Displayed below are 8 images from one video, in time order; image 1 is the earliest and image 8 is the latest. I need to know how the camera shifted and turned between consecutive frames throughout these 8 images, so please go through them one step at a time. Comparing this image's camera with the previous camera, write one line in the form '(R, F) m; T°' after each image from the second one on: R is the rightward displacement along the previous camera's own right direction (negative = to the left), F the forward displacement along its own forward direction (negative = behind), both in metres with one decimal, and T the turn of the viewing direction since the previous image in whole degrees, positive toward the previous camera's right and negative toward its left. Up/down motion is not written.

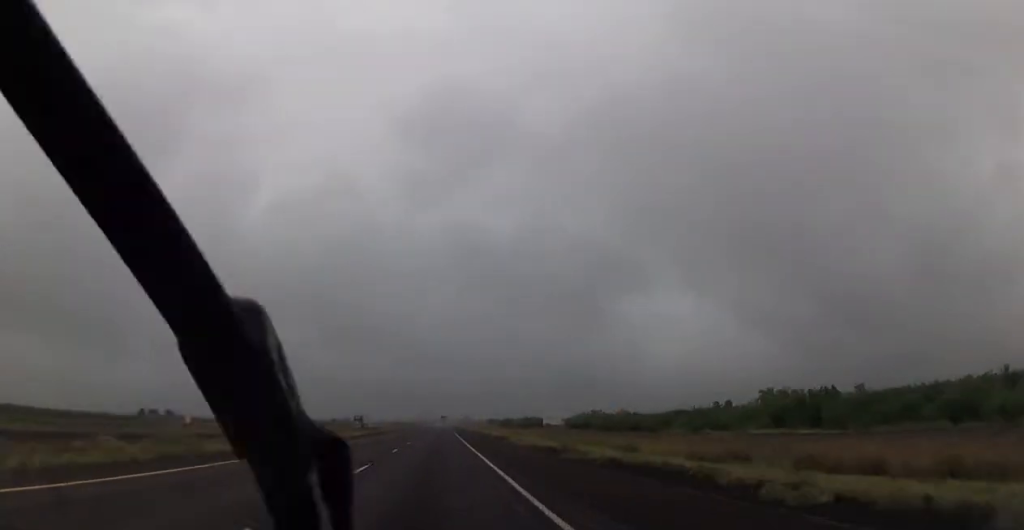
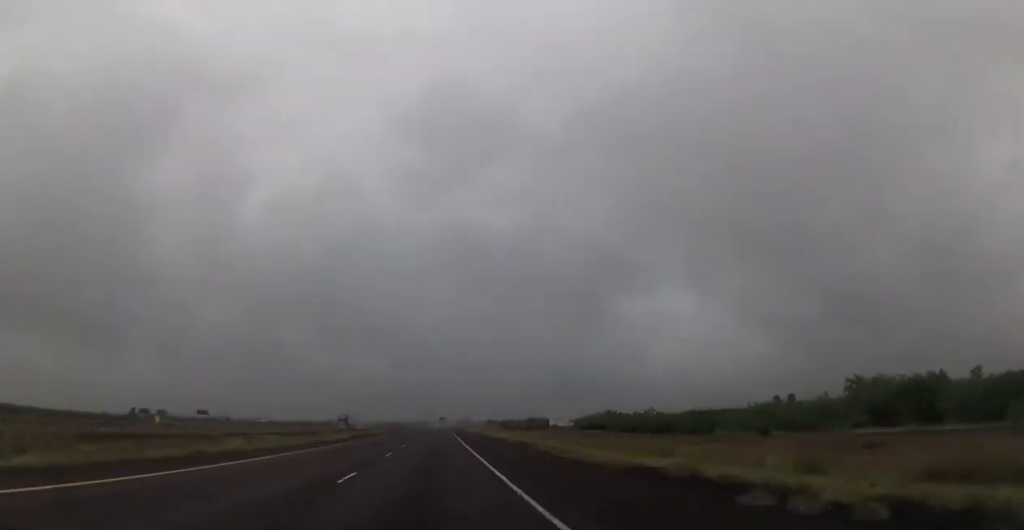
(+0.2, +14.6) m; 0°
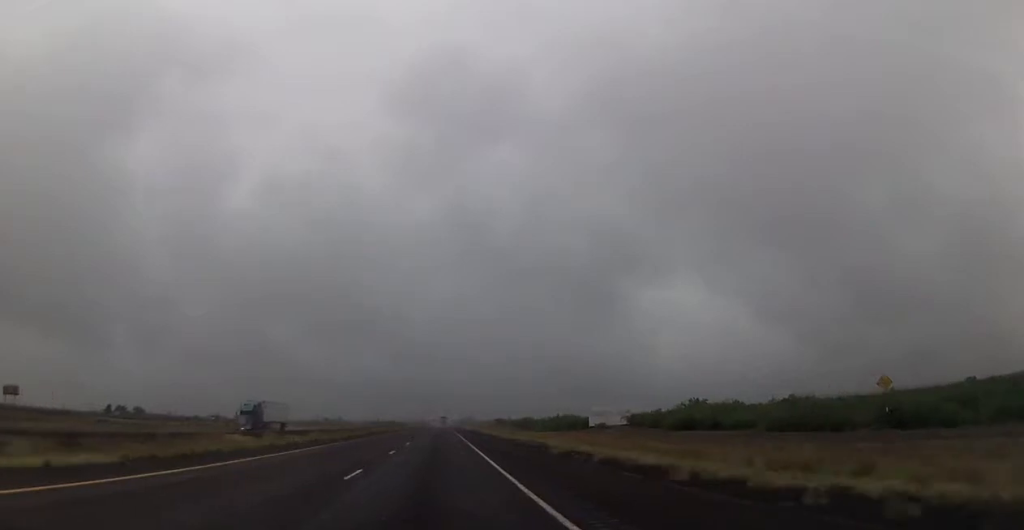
(+0.3, +48.6) m; 0°
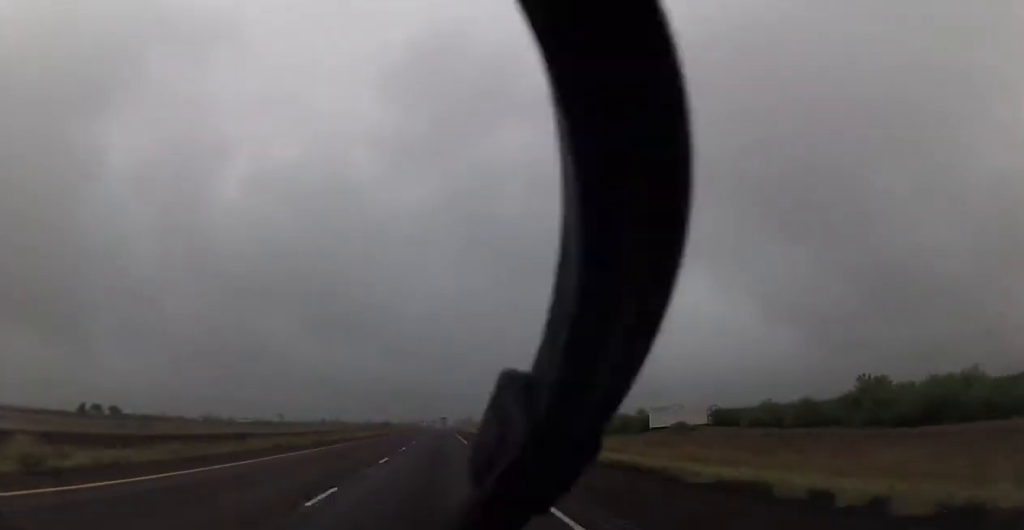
(-0.5, +41.2) m; 0°
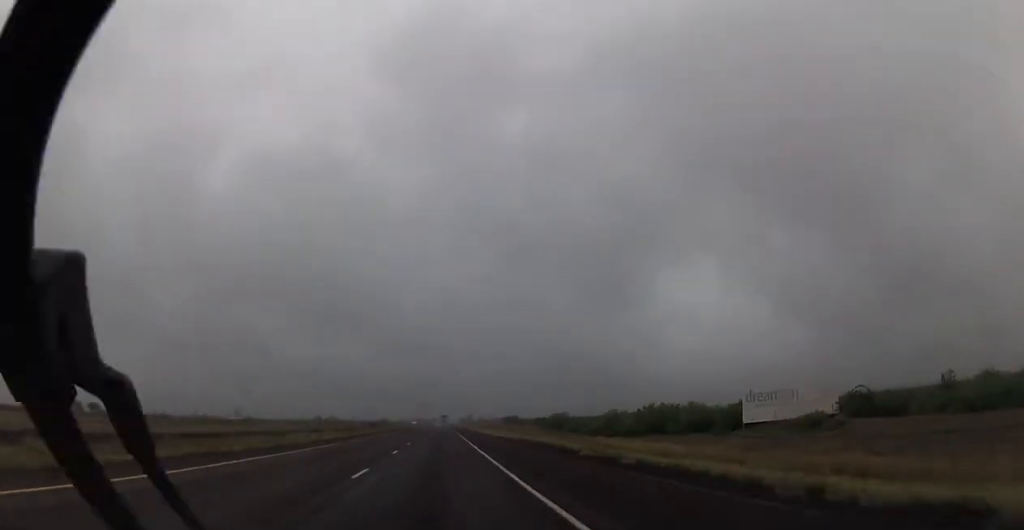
(+0.5, +31.6) m; 0°
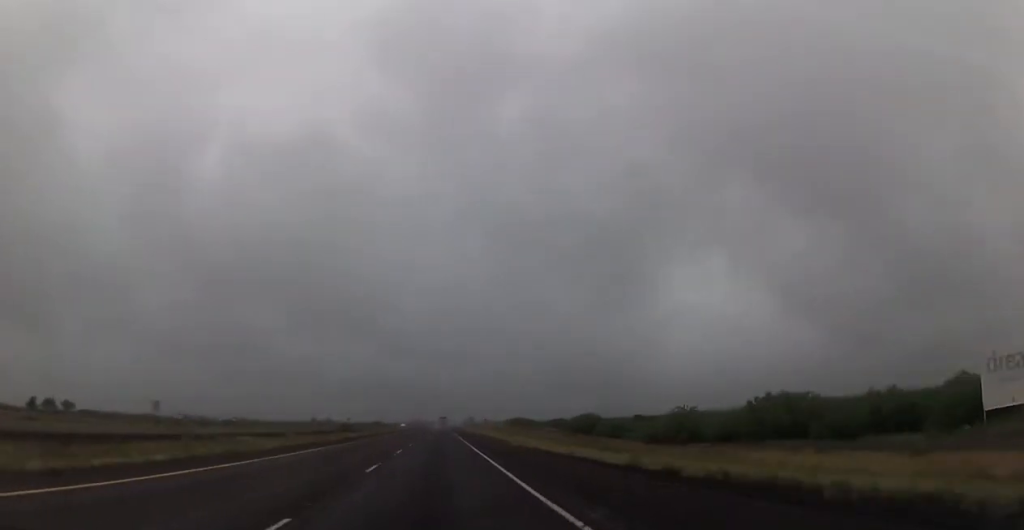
(-0.2, +33.9) m; 0°
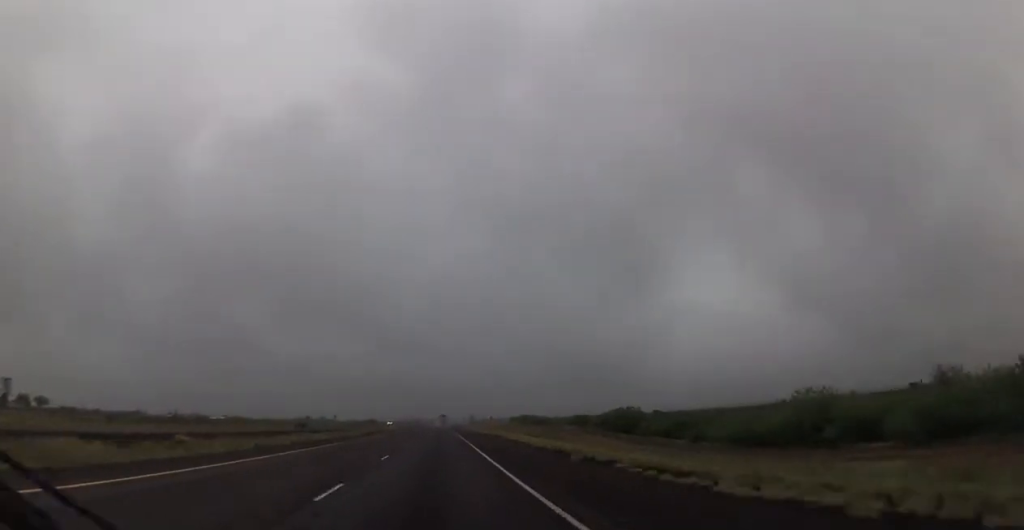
(0.0, +31.5) m; 0°
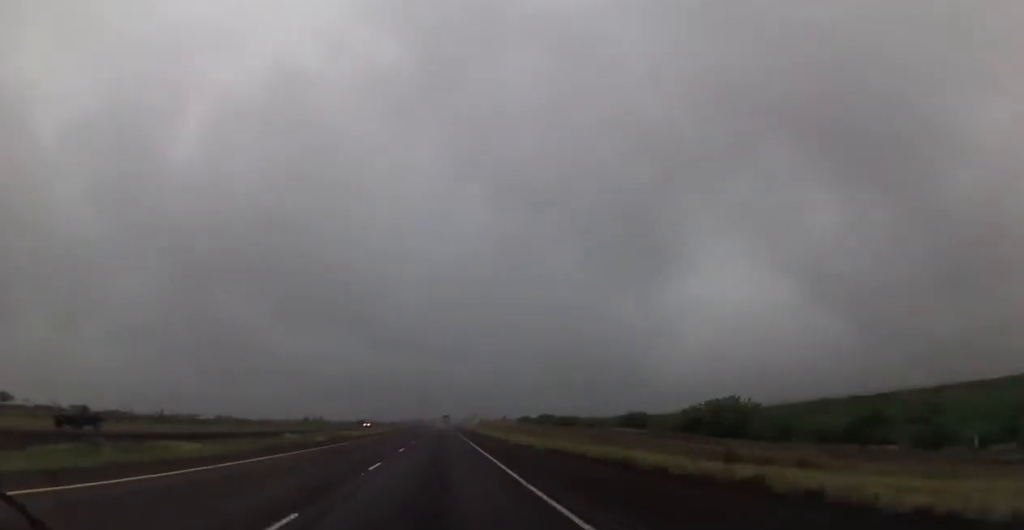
(+0.3, +41.2) m; 0°
